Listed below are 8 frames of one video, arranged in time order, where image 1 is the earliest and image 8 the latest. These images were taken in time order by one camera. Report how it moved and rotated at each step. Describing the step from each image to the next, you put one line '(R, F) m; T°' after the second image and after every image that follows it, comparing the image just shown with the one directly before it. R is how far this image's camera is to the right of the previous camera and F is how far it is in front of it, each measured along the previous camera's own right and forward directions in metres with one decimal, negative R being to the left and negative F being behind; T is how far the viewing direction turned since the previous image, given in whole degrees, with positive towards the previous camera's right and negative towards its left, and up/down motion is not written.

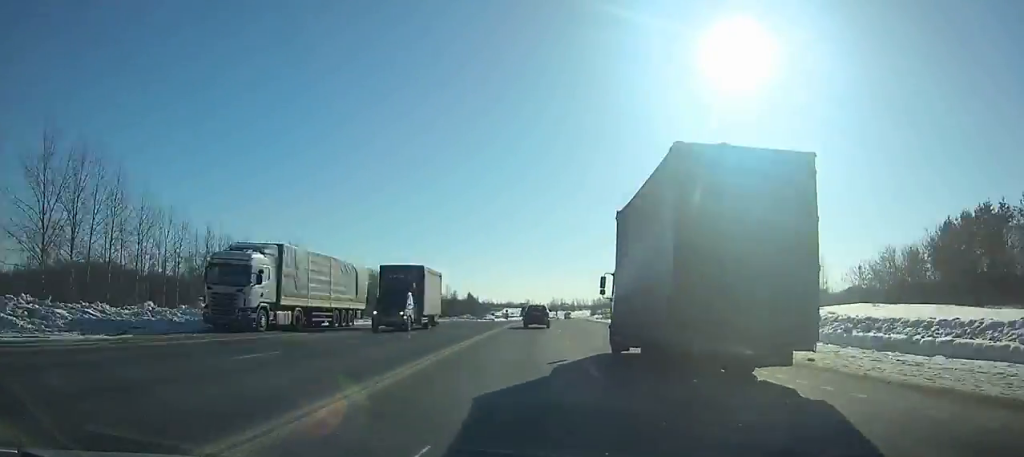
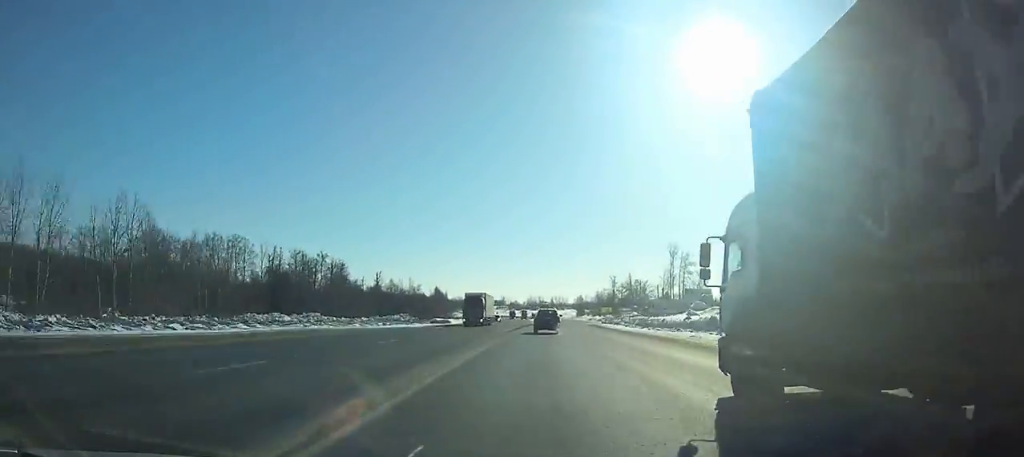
(+0.2, +50.3) m; +2°
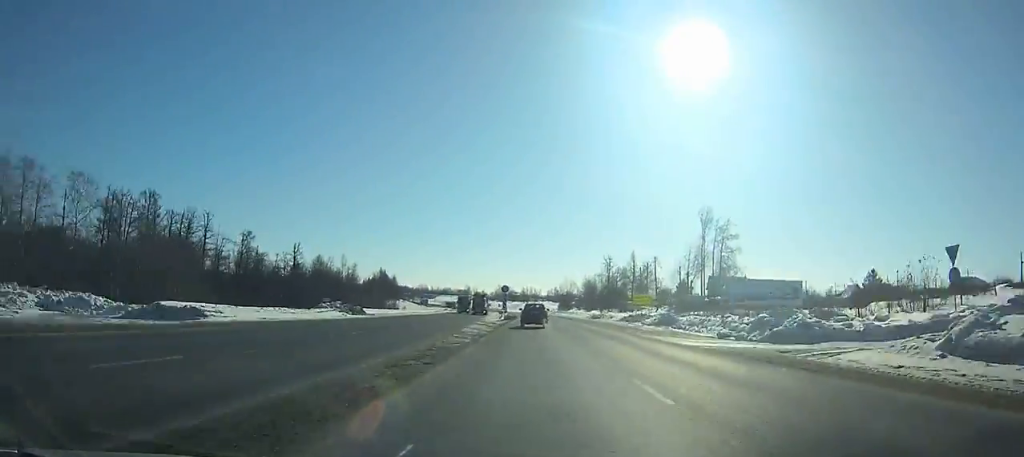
(+2.1, +73.5) m; +2°
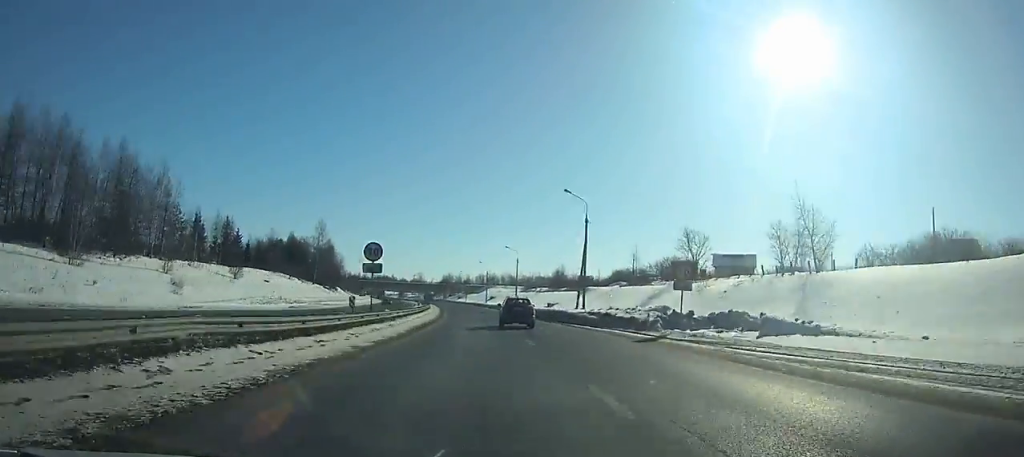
(-10.7, +261.6) m; -9°
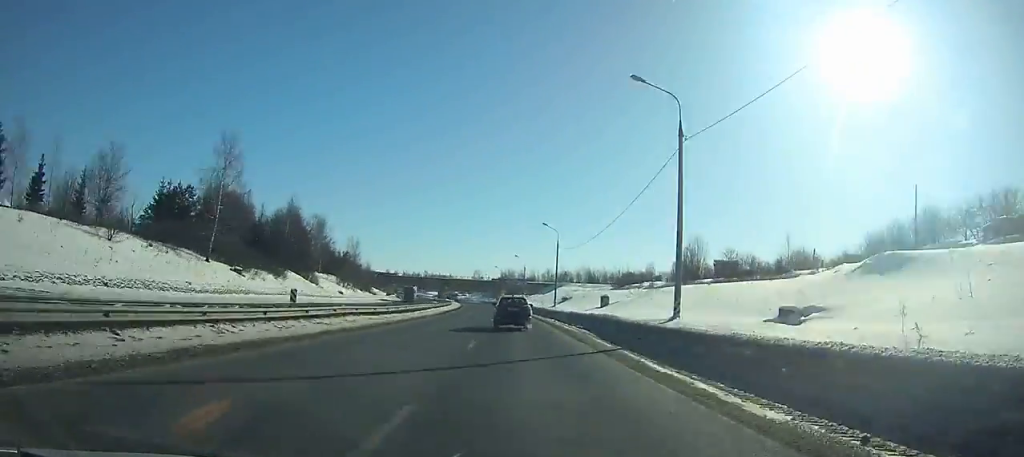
(-3.6, +76.3) m; -5°
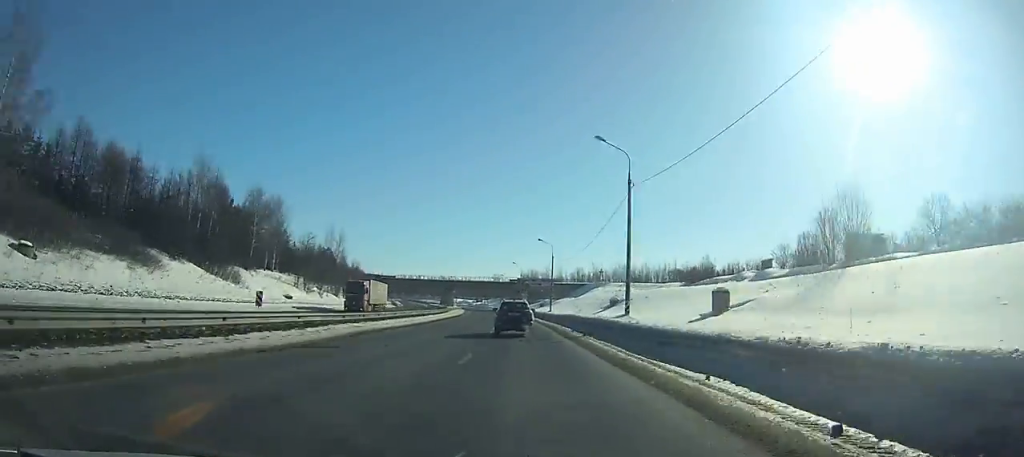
(-0.7, +41.0) m; -3°
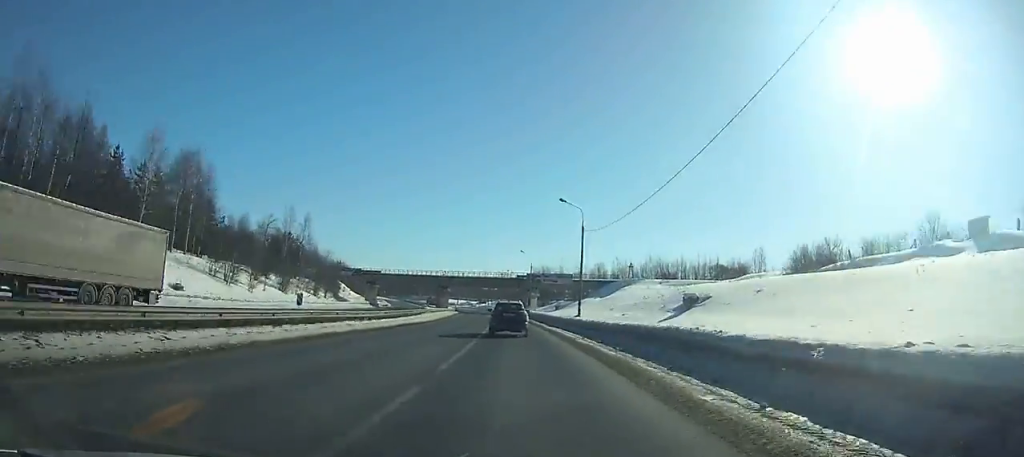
(-1.1, +32.9) m; -2°
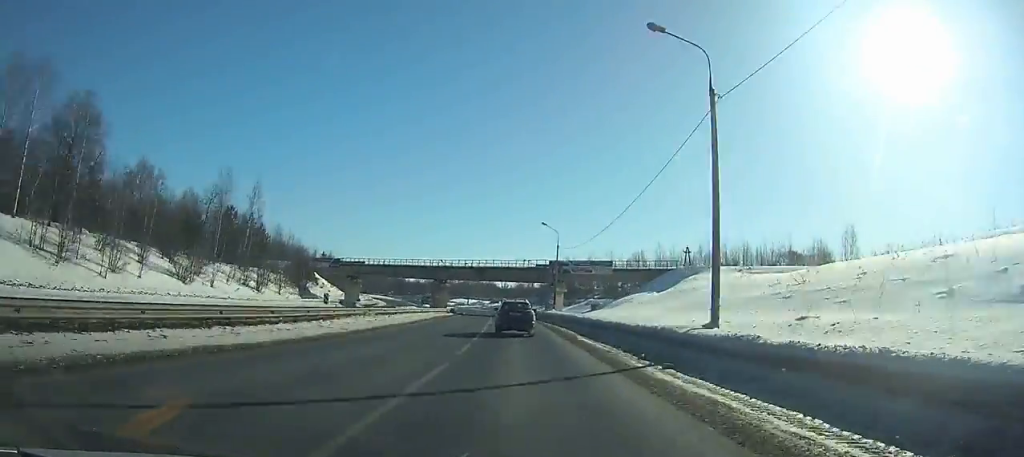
(-0.3, +32.7) m; -2°
